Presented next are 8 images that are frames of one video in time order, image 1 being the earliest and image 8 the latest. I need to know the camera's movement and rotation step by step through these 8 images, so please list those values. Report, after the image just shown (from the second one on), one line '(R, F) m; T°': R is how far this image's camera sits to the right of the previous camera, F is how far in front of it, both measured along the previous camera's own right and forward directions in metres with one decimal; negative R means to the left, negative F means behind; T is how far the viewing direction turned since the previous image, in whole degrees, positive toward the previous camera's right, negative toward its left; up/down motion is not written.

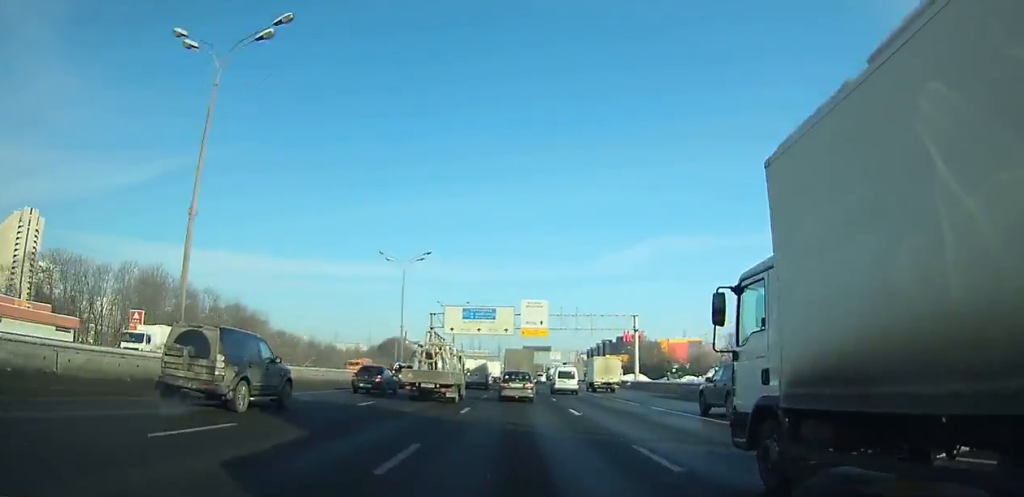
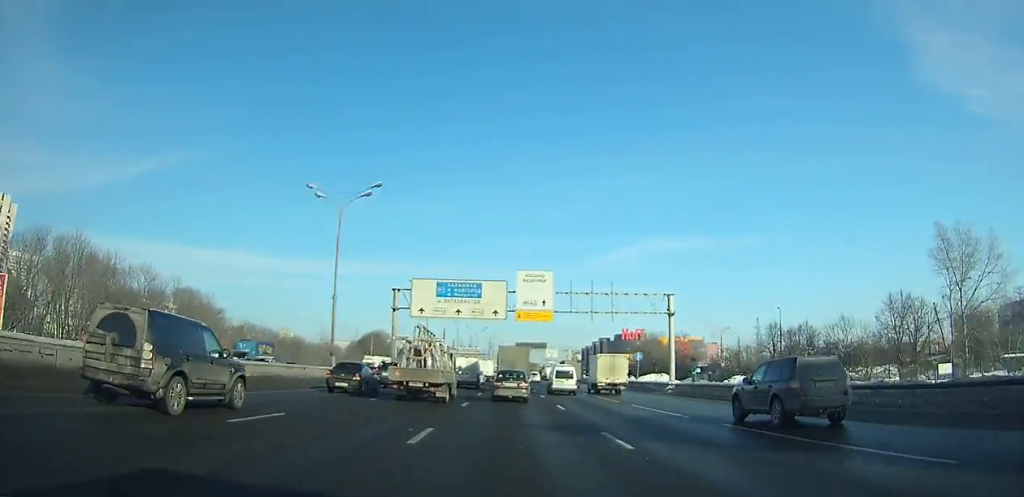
(0.0, +20.1) m; 0°
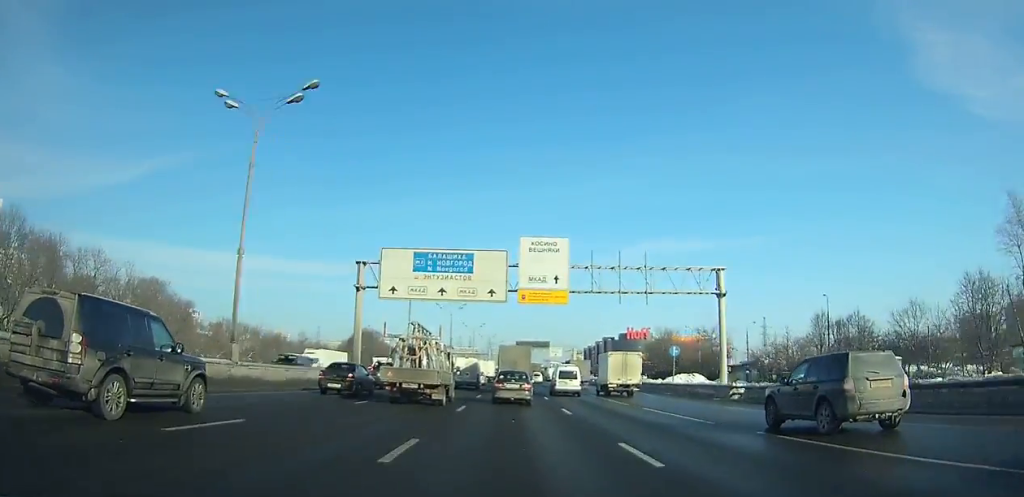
(0.0, +13.2) m; 0°
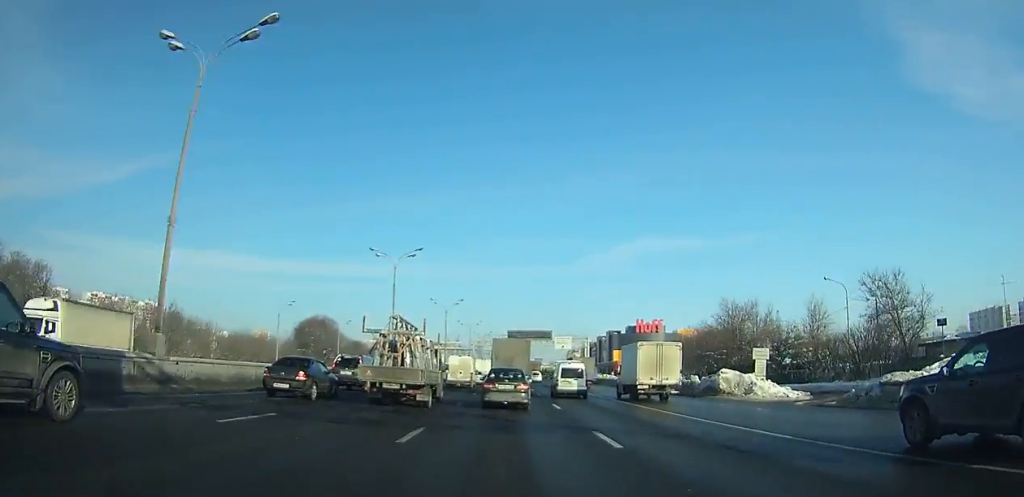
(+0.5, +42.0) m; +1°
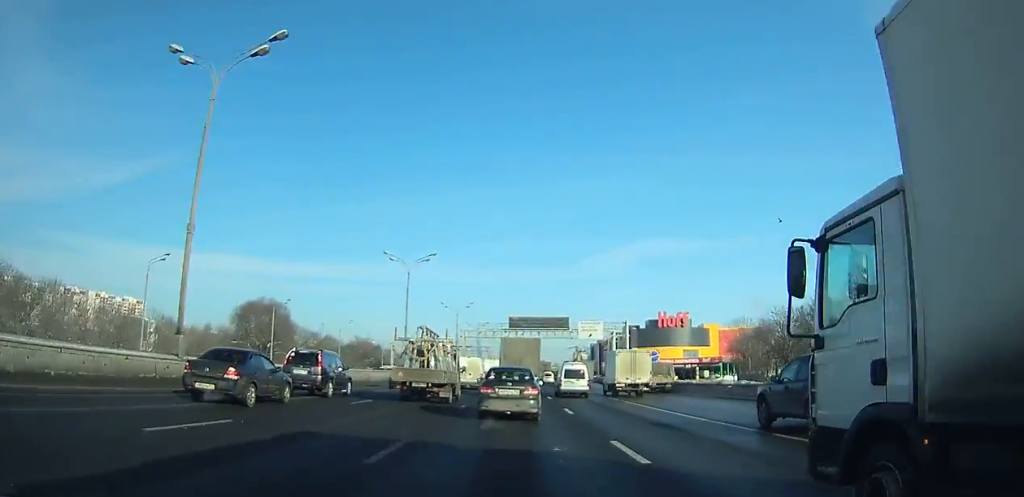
(+0.1, +38.7) m; 0°
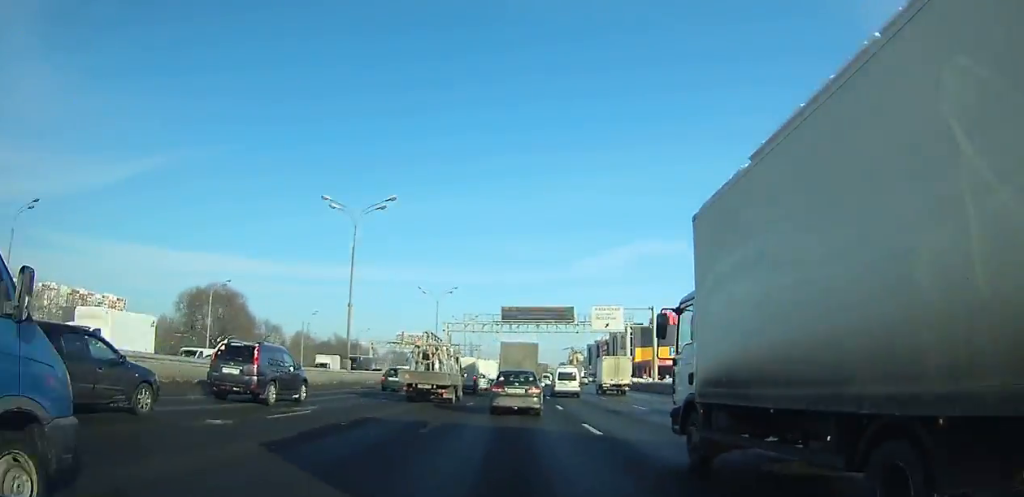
(+0.1, +20.0) m; +1°
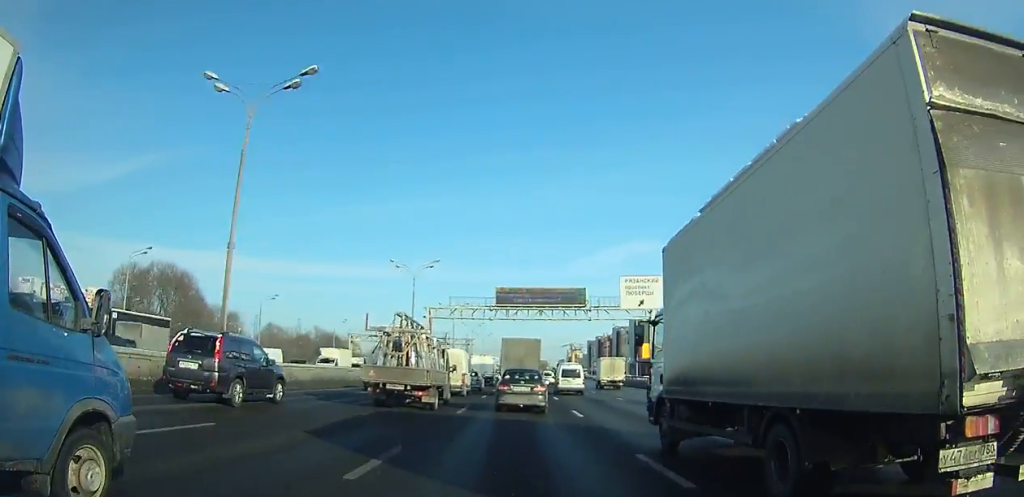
(0.0, +16.1) m; +1°
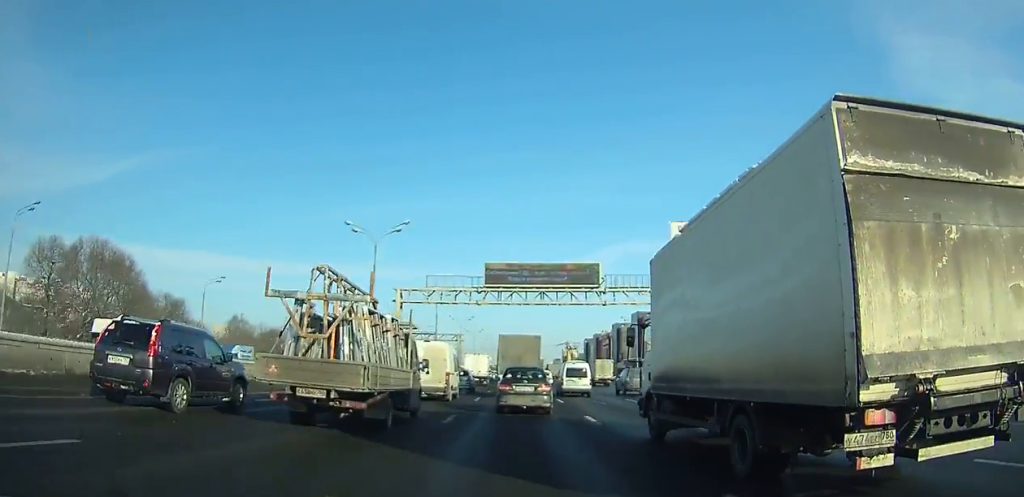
(+0.3, +14.9) m; +1°
